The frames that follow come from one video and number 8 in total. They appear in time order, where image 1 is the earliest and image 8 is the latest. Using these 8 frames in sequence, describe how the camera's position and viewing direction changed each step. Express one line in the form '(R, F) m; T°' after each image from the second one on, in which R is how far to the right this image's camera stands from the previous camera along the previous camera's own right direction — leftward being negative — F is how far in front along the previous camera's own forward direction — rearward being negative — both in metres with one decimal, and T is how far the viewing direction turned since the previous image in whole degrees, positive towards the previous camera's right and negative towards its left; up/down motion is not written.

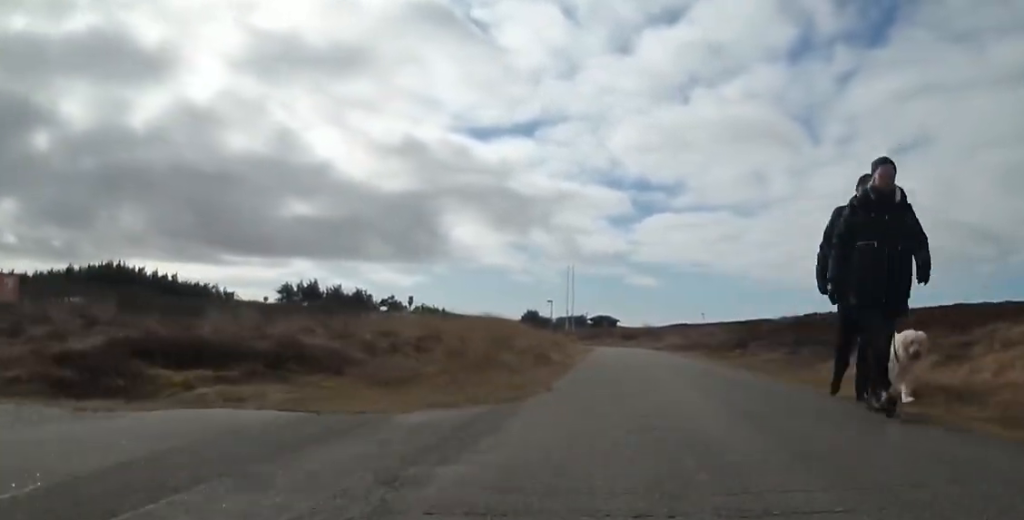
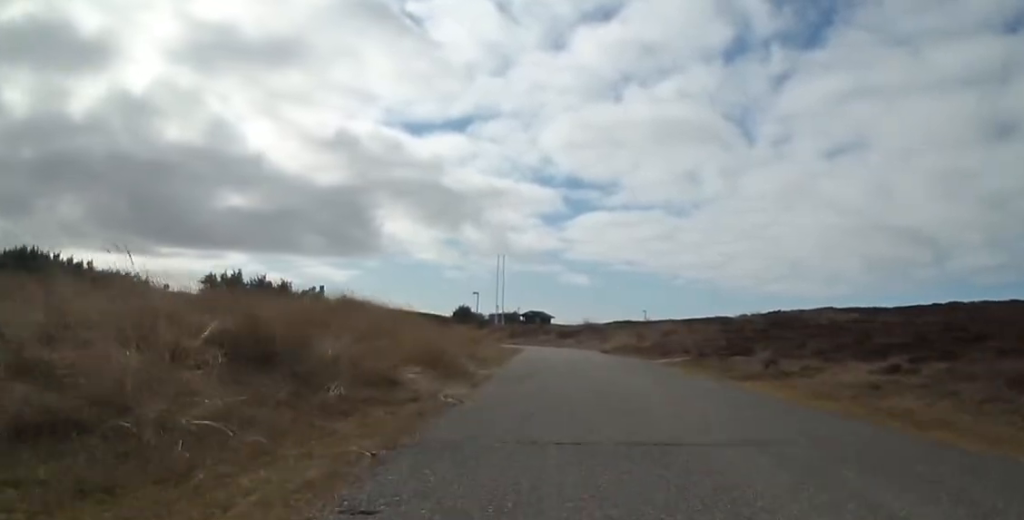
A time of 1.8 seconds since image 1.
(+0.8, +8.6) m; +5°
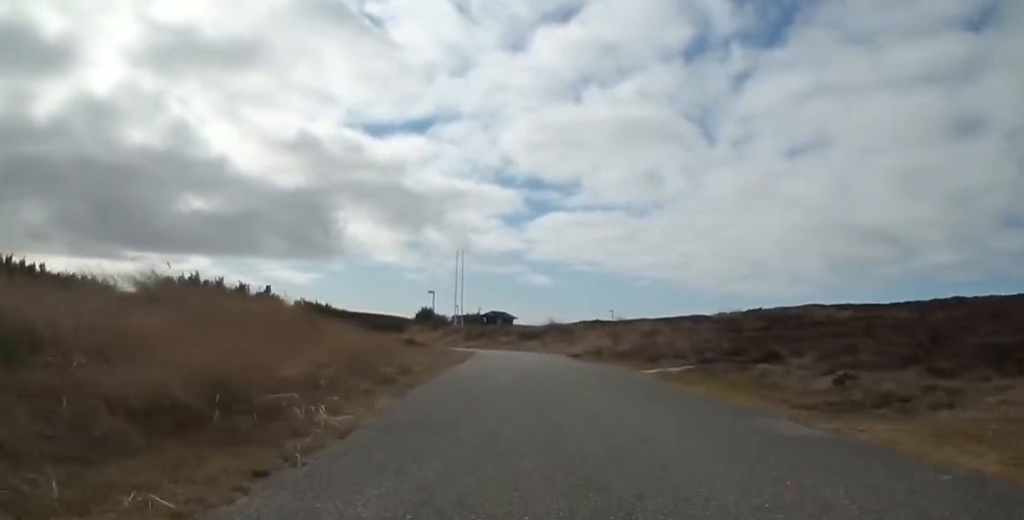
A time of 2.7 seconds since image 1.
(-0.2, +4.8) m; 0°
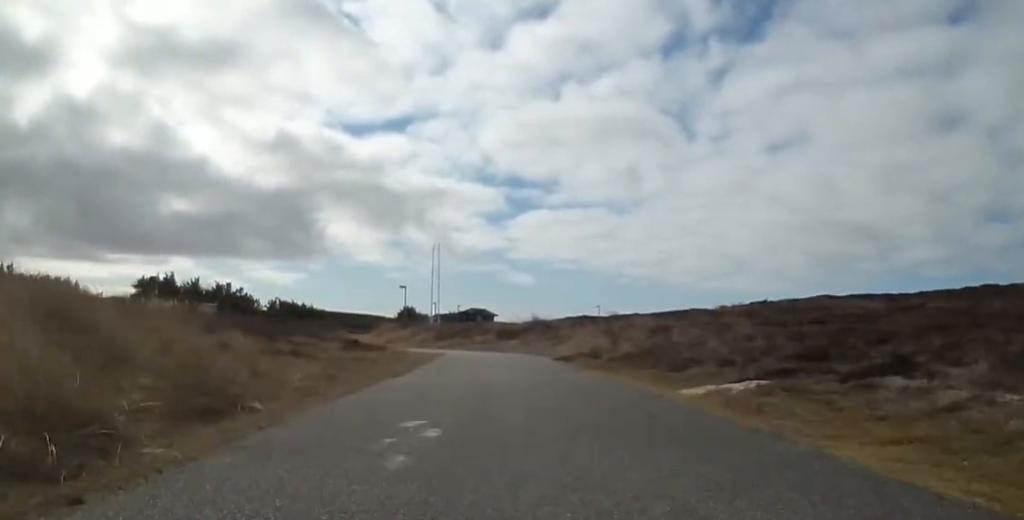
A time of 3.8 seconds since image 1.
(-0.1, +5.2) m; 0°
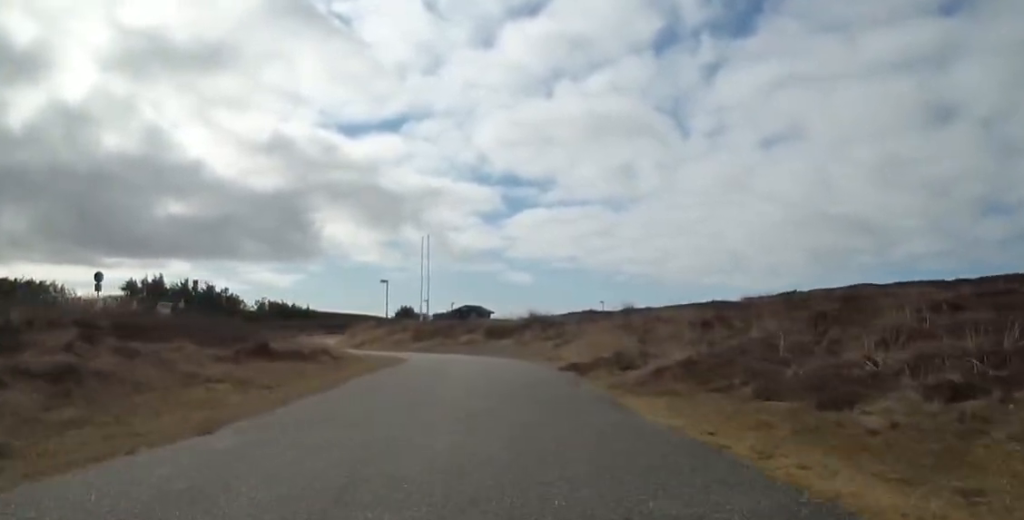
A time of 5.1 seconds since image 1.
(+0.1, +6.1) m; -3°
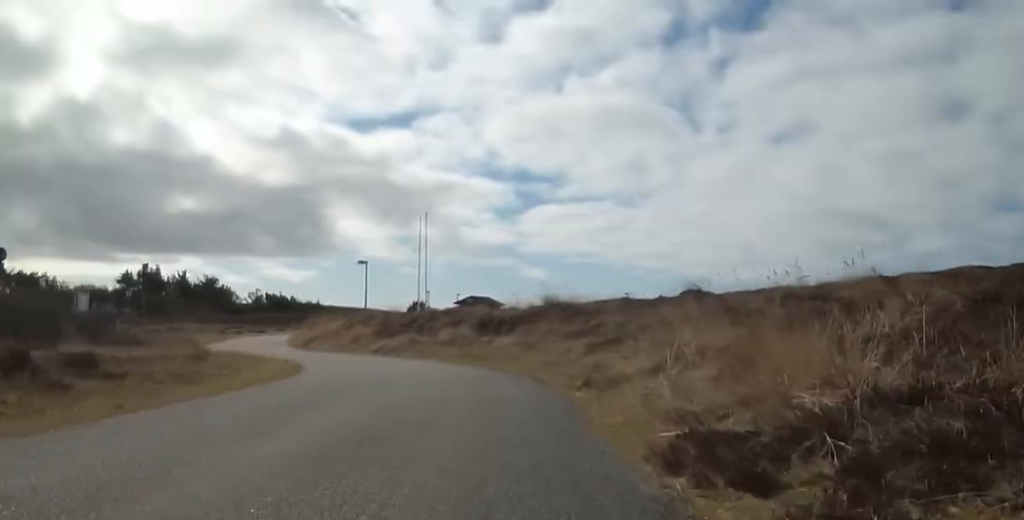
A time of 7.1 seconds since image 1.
(-0.7, +9.9) m; -8°
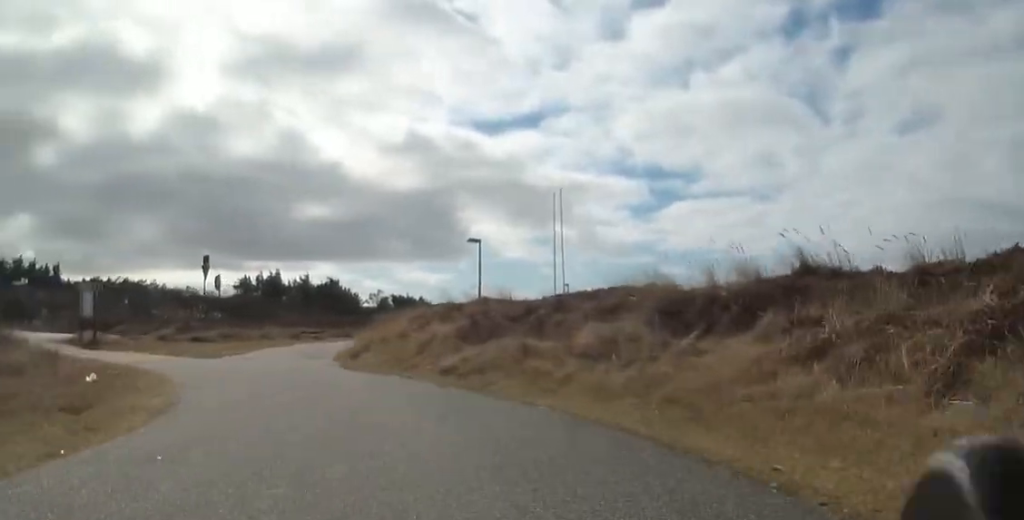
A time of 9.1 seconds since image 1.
(-2.1, +9.2) m; -22°
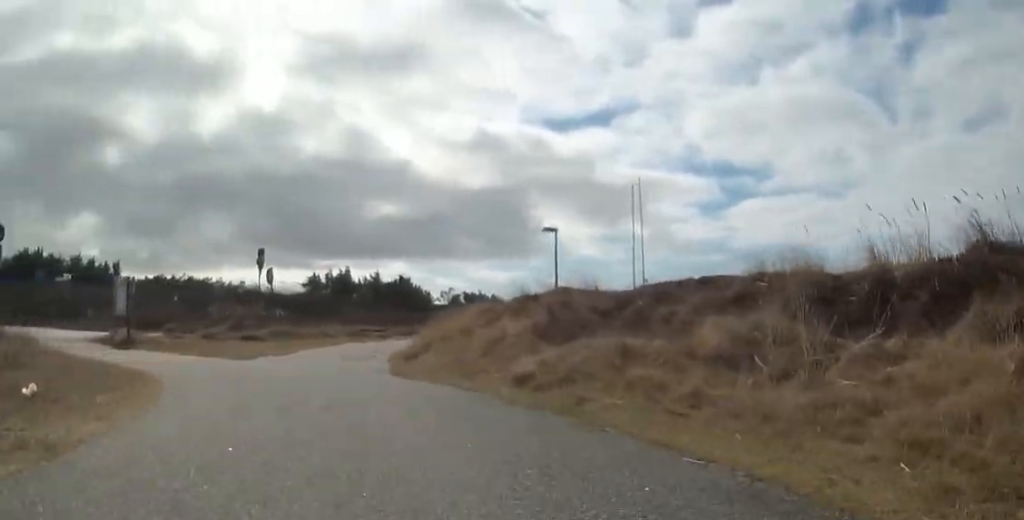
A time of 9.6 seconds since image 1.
(-0.2, +2.5) m; -5°
